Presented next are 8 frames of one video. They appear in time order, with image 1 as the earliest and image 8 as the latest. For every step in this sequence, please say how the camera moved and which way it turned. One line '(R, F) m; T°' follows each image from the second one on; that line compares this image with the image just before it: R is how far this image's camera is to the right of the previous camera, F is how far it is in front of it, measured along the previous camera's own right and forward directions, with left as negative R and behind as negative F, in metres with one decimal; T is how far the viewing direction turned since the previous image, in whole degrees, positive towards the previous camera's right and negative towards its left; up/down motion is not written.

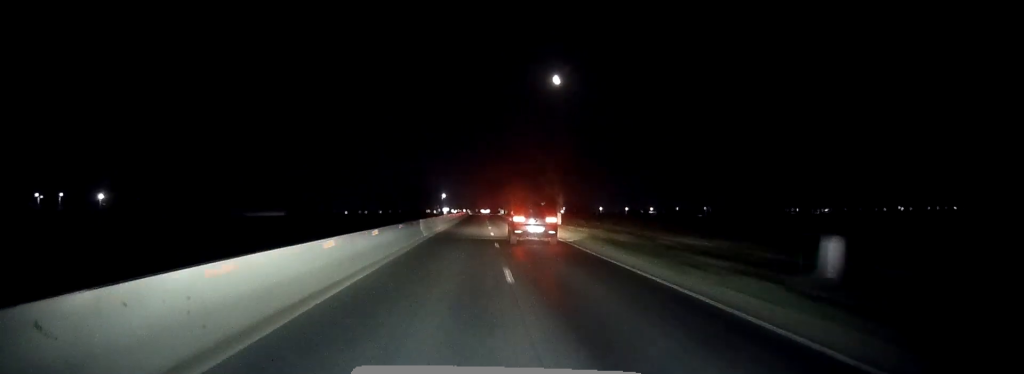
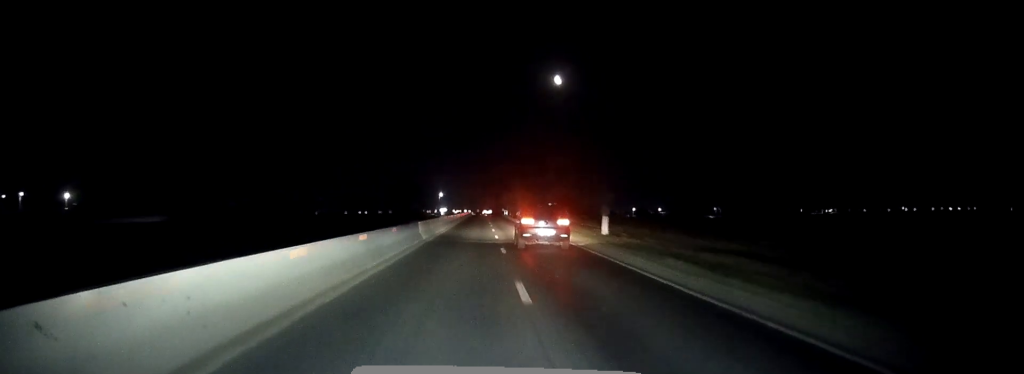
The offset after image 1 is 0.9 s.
(0.0, +27.0) m; 0°
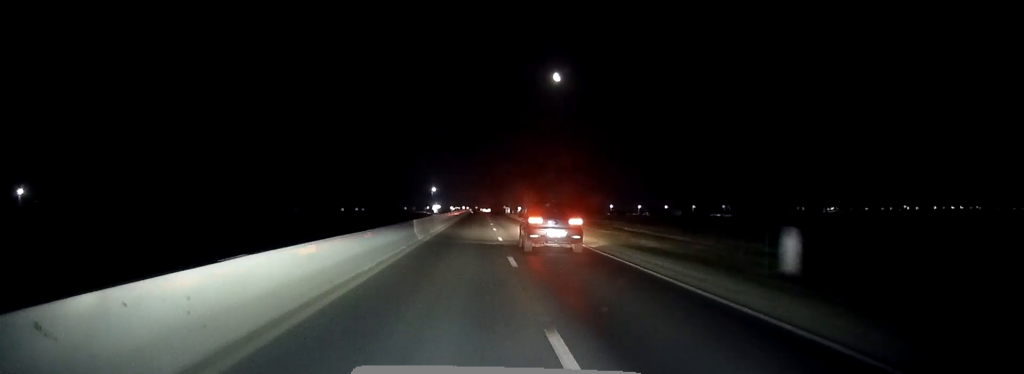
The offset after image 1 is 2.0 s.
(0.0, +29.9) m; 0°
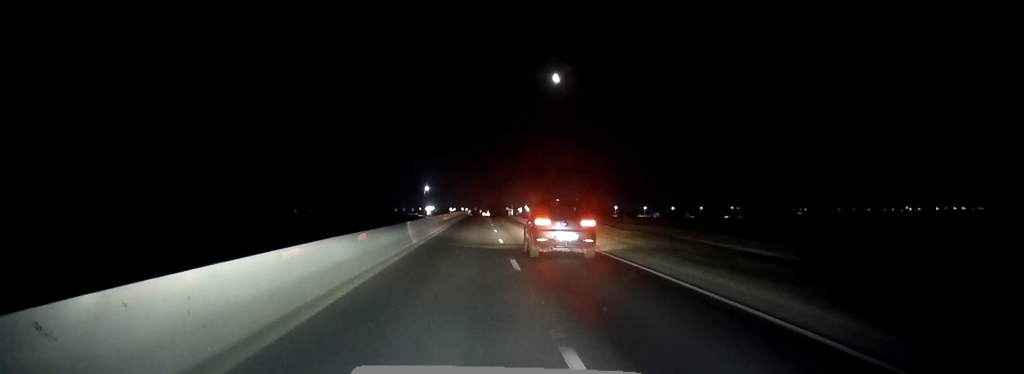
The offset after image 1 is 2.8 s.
(0.0, +25.1) m; 0°
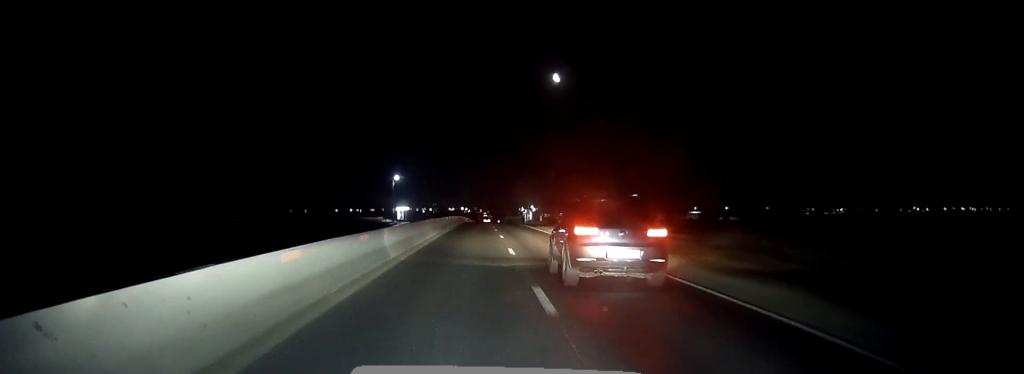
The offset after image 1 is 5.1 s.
(0.0, +66.6) m; 0°
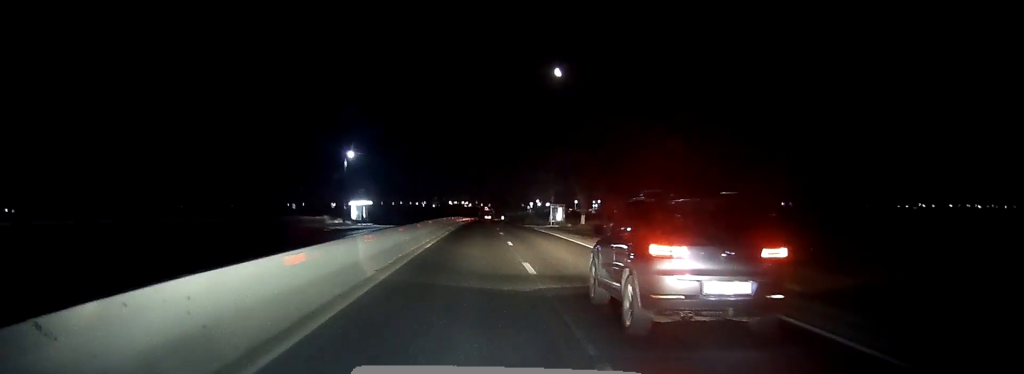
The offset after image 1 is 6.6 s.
(-0.1, +42.5) m; 0°
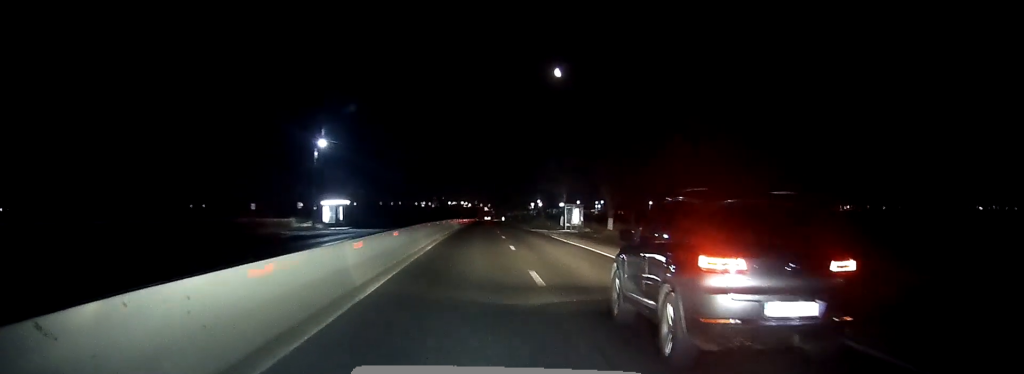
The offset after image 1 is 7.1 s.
(0.0, +13.6) m; 0°
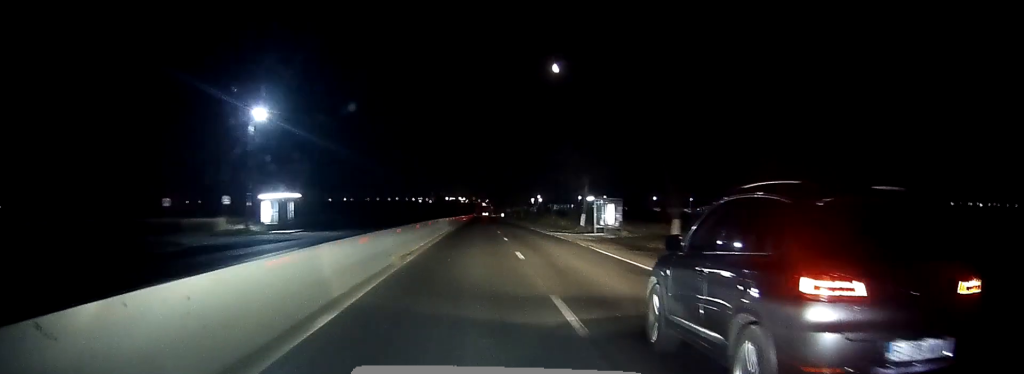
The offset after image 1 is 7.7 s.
(0.0, +17.5) m; 0°
